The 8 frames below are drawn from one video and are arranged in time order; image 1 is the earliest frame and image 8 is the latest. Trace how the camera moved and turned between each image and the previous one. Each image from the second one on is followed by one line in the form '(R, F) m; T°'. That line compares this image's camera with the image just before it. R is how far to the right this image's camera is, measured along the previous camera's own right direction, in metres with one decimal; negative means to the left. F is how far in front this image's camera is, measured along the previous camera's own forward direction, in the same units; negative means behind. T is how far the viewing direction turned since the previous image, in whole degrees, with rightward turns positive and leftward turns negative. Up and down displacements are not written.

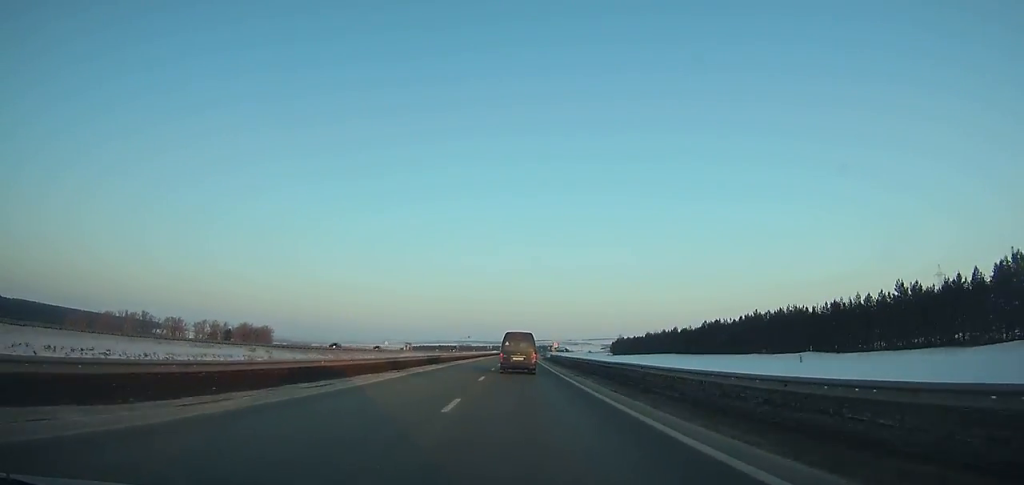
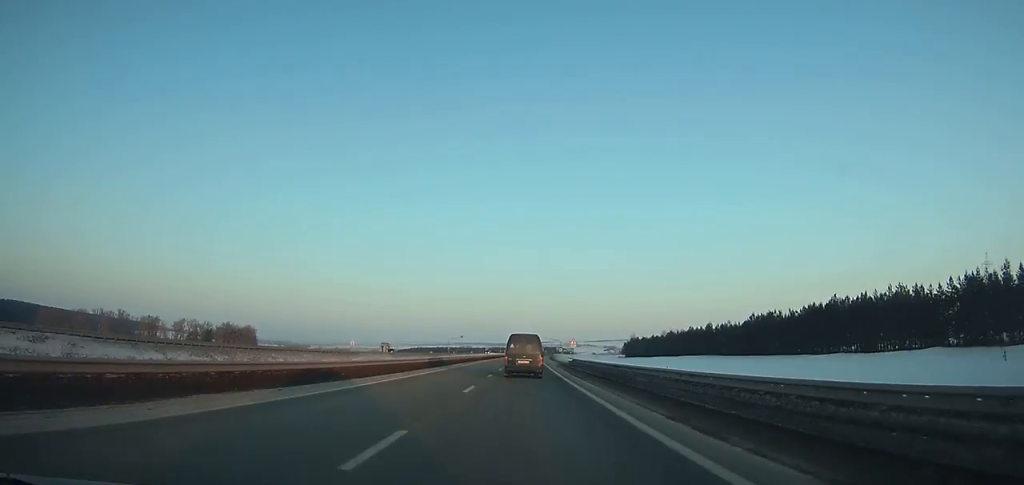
(+0.1, +40.3) m; 0°
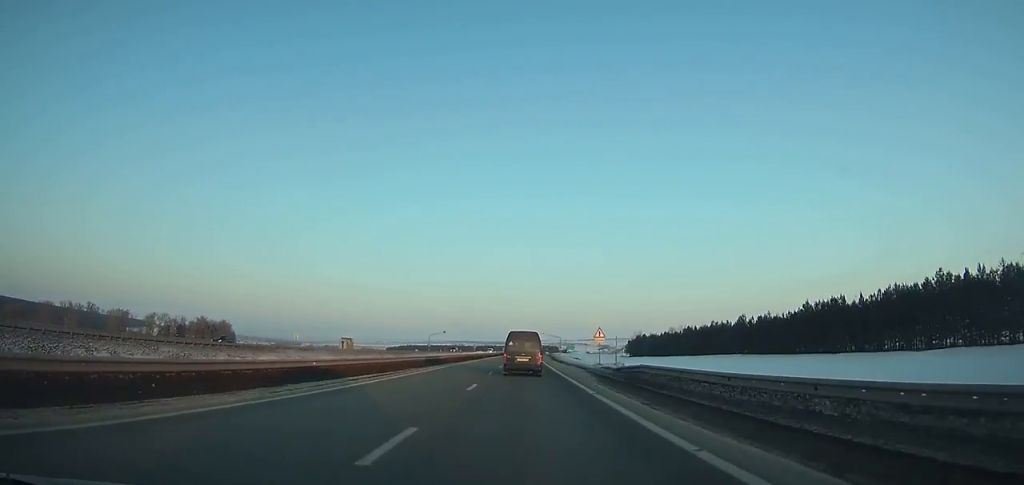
(-0.1, +35.9) m; 0°
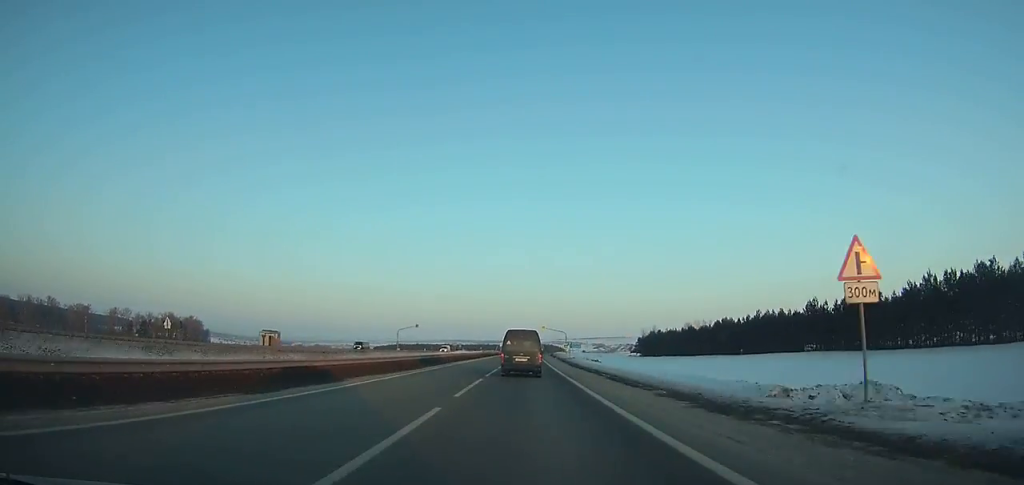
(+0.4, +43.5) m; +1°
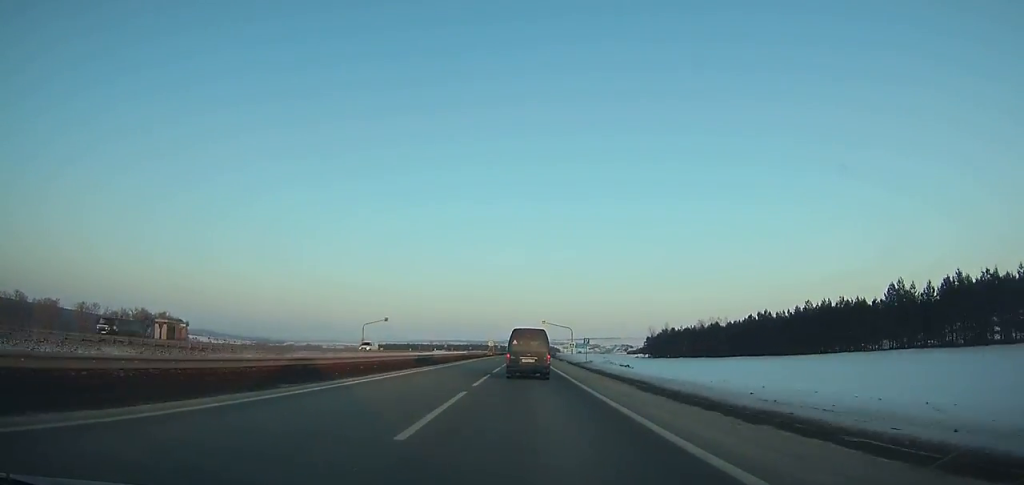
(+0.1, +30.6) m; +1°
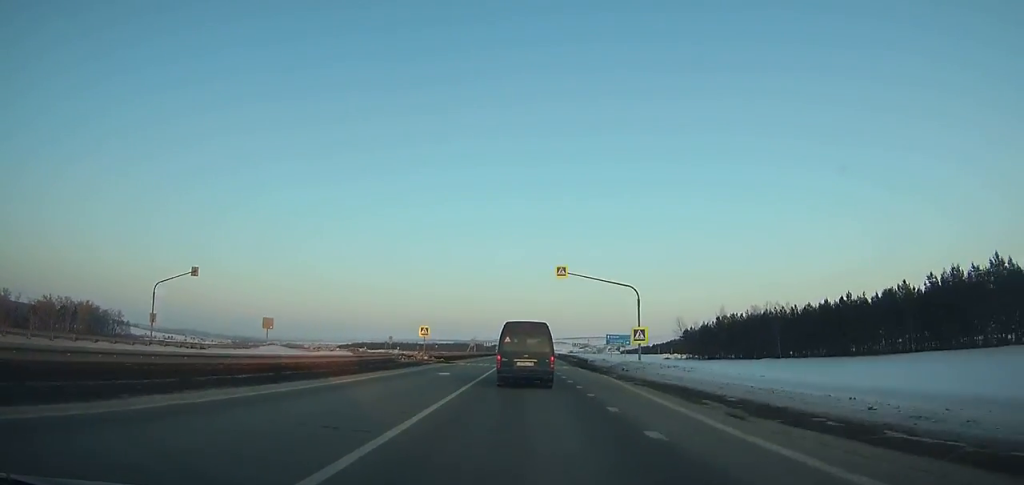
(+0.8, +71.9) m; +1°
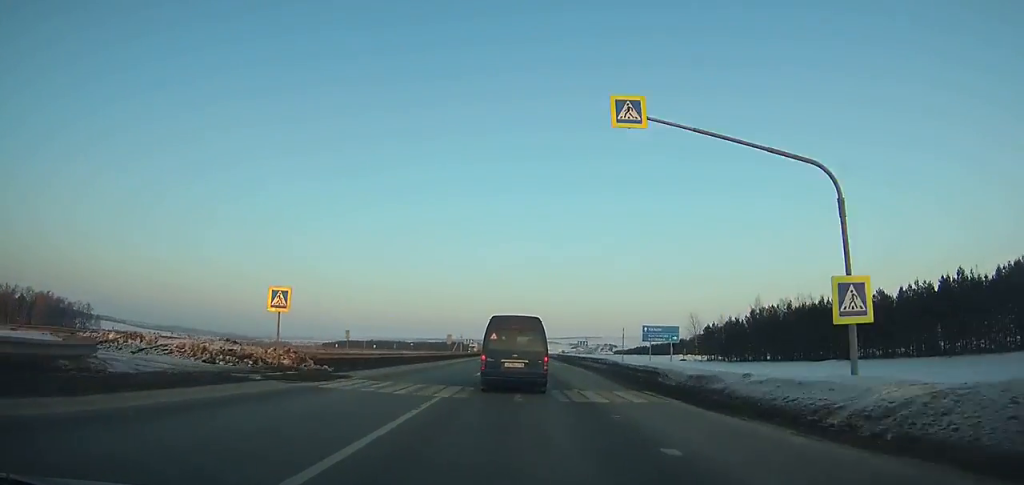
(+0.1, +27.9) m; 0°
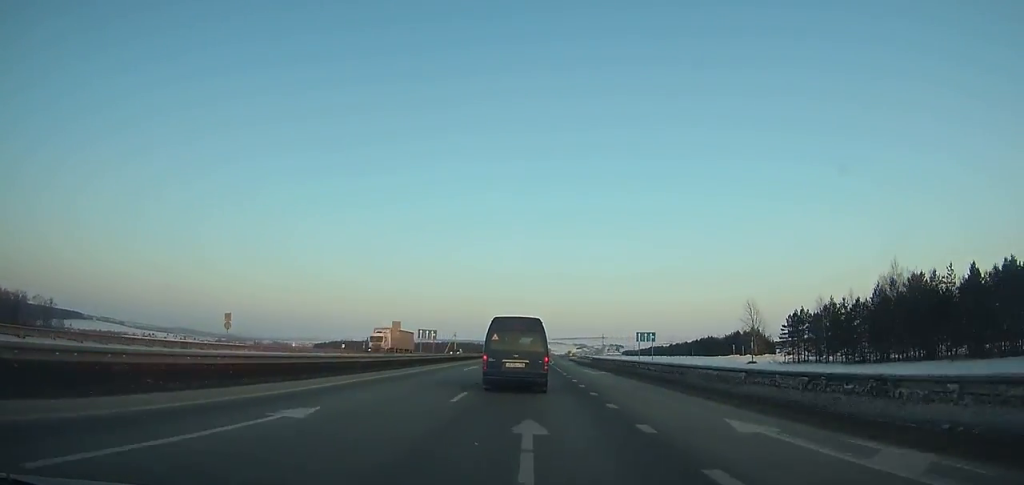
(+0.1, +49.8) m; +1°
